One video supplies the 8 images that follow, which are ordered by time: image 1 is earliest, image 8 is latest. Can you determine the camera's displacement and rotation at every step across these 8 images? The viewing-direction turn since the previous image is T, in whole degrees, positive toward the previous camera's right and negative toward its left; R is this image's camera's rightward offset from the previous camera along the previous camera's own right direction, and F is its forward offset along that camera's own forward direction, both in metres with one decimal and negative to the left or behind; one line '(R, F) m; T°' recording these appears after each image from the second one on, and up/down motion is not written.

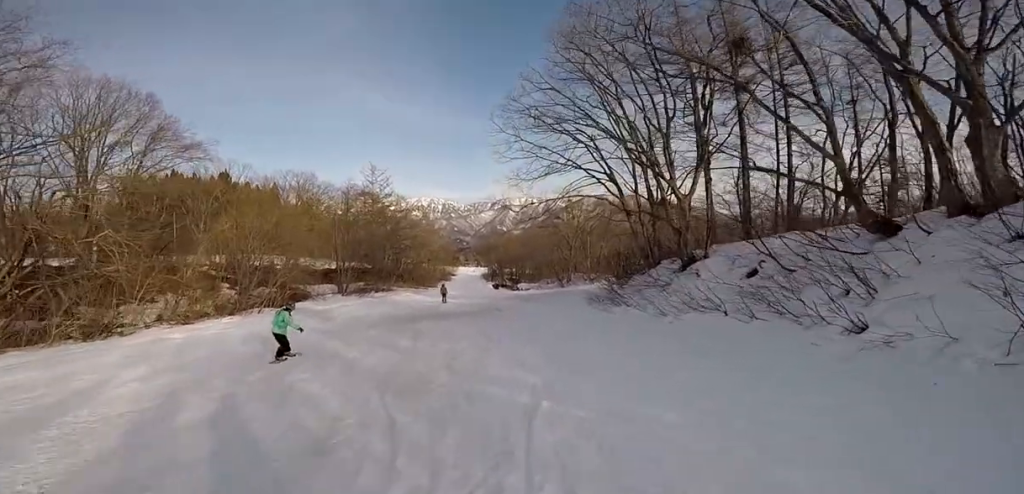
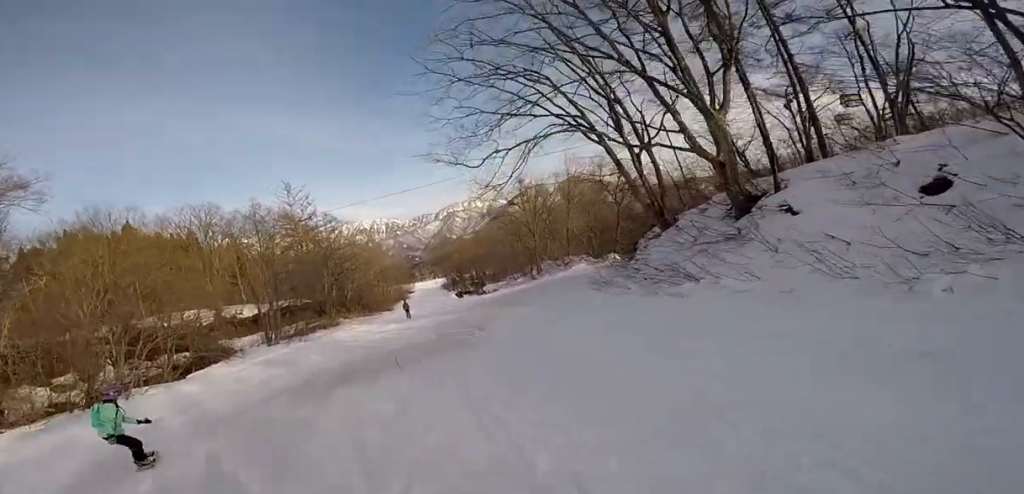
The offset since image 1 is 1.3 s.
(+1.7, +8.5) m; +3°
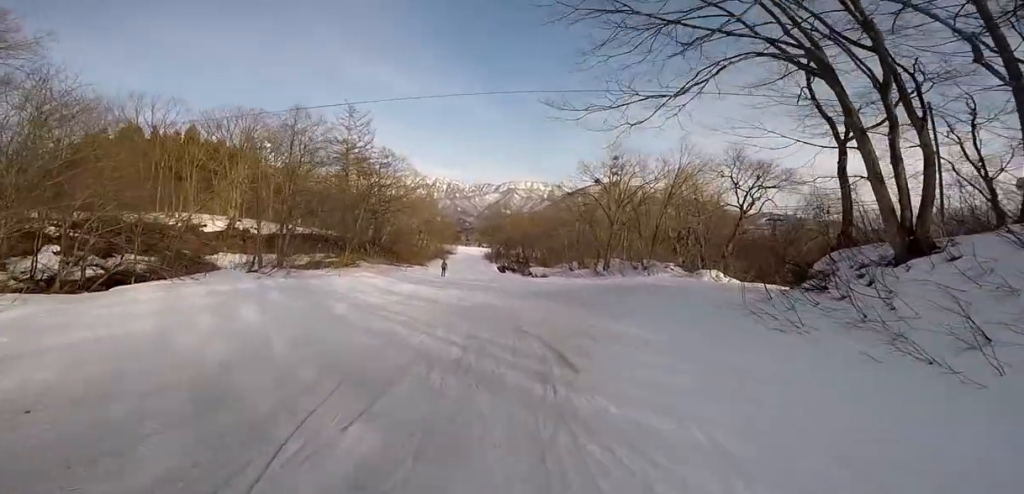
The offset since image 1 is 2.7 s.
(-2.1, +9.3) m; -13°
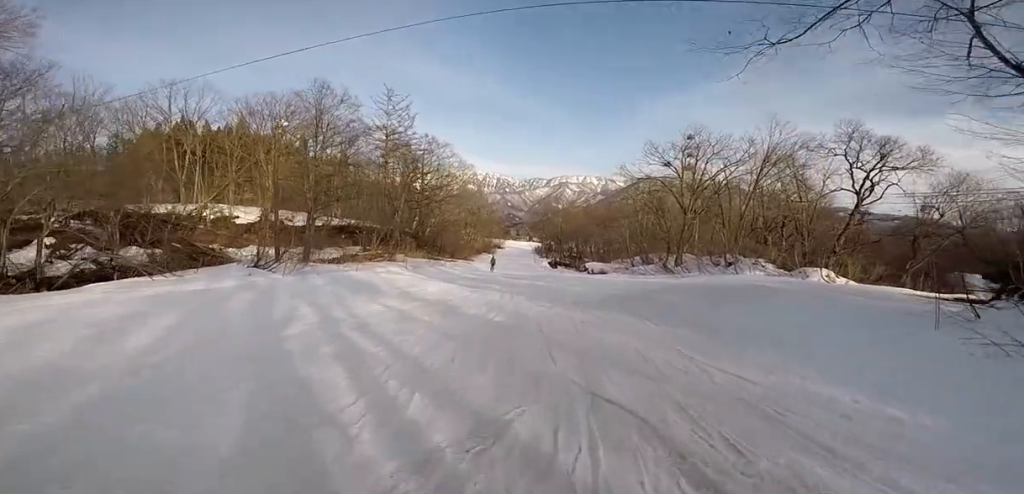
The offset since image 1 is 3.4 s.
(0.0, +5.2) m; 0°
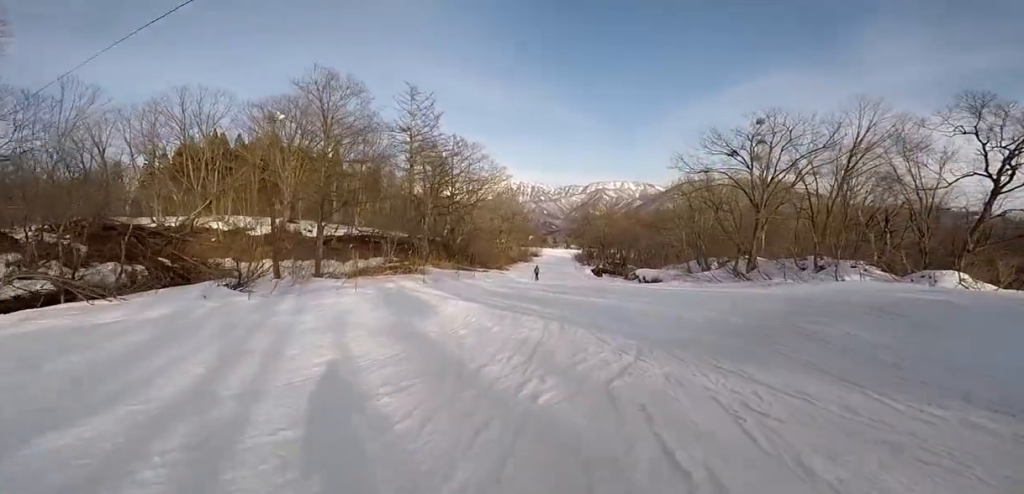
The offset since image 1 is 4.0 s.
(0.0, +5.2) m; 0°
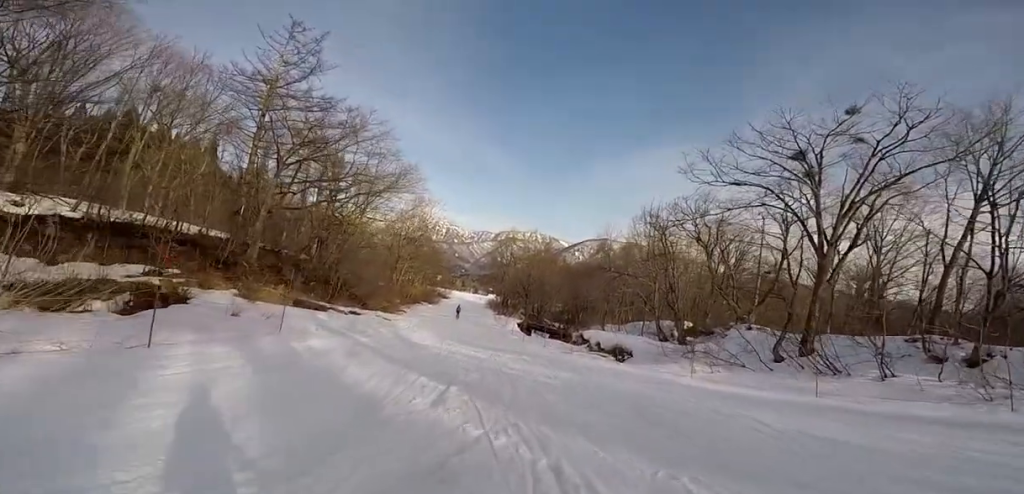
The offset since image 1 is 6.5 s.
(0.0, +19.9) m; +2°
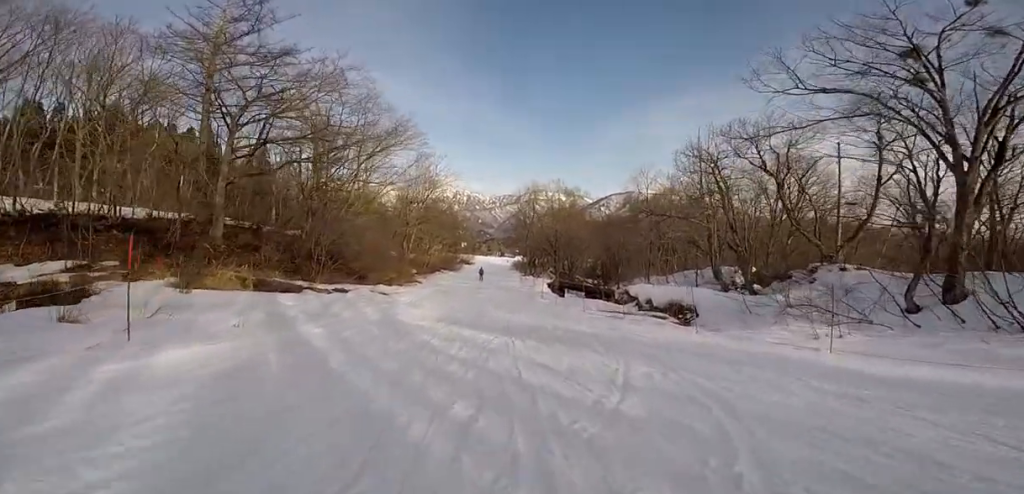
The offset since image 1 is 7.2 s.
(-0.2, +6.1) m; +8°
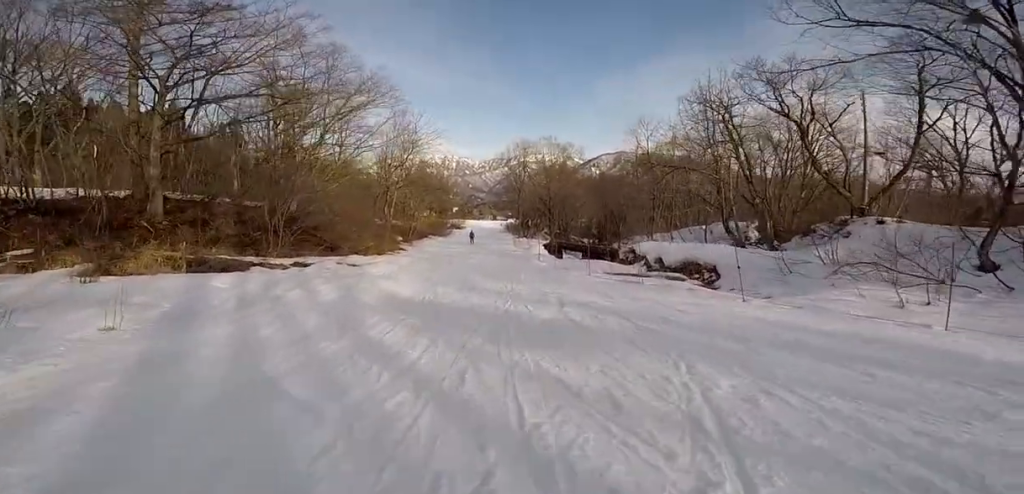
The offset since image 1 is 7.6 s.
(+0.4, +3.3) m; +1°
